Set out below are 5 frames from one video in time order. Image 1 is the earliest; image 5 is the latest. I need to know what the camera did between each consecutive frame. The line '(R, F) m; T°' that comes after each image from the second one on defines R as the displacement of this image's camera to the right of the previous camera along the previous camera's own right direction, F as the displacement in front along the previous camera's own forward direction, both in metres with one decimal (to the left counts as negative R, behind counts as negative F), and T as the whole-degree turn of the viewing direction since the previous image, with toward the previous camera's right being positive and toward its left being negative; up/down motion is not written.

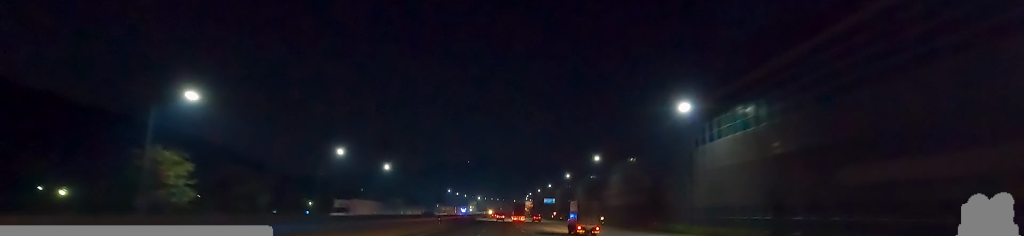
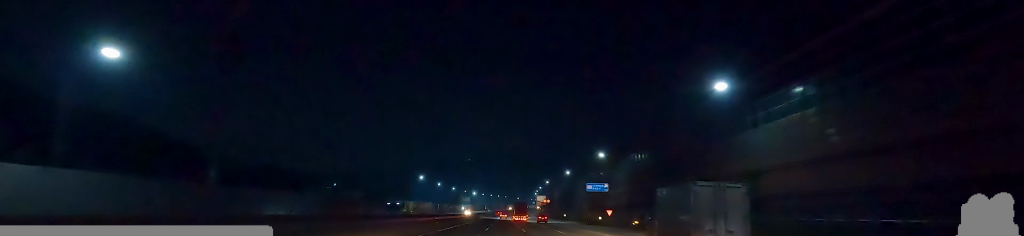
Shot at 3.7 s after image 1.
(-1.9, +97.4) m; 0°
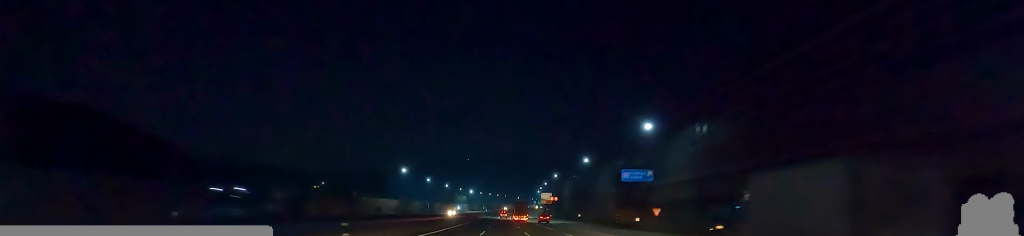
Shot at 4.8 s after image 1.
(+0.3, +30.2) m; +1°
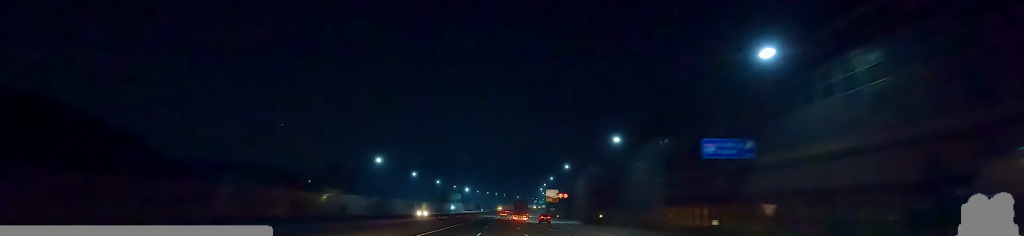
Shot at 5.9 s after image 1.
(-0.1, +28.7) m; -1°
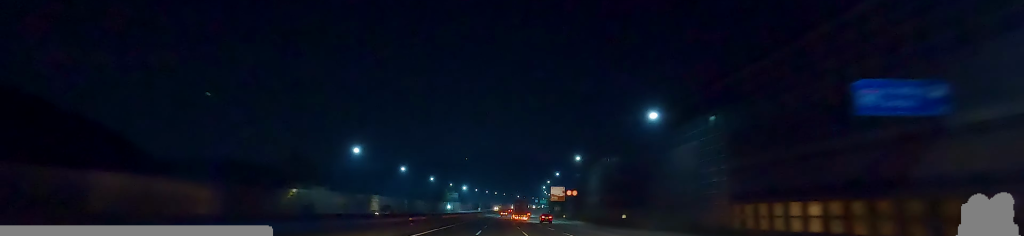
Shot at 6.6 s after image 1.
(-0.2, +18.1) m; 0°
